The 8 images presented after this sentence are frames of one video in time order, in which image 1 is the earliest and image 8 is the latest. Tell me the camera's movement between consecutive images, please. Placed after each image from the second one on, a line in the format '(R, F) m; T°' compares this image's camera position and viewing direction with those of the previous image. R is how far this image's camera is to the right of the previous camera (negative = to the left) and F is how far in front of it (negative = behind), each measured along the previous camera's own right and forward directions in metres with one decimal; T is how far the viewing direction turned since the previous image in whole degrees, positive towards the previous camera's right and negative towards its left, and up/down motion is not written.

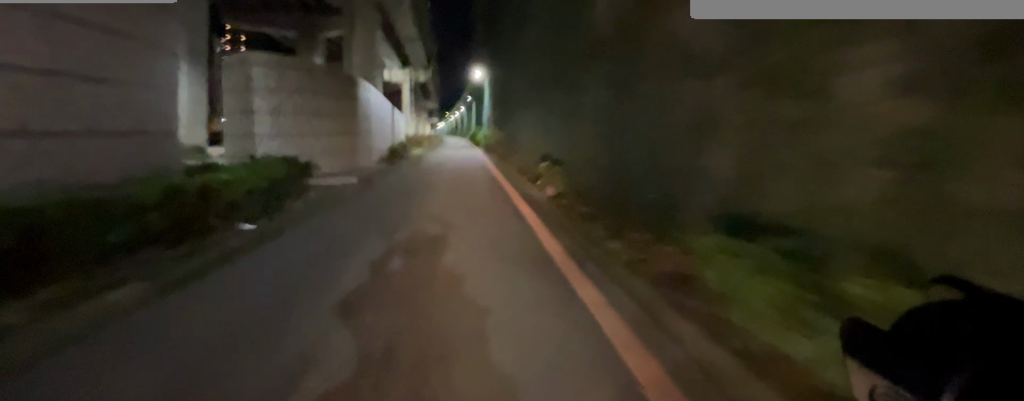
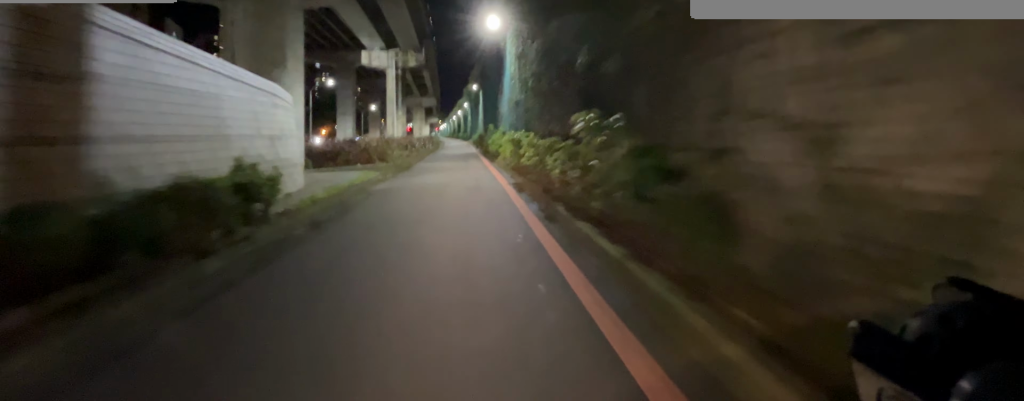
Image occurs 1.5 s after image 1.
(-0.5, +13.4) m; -4°
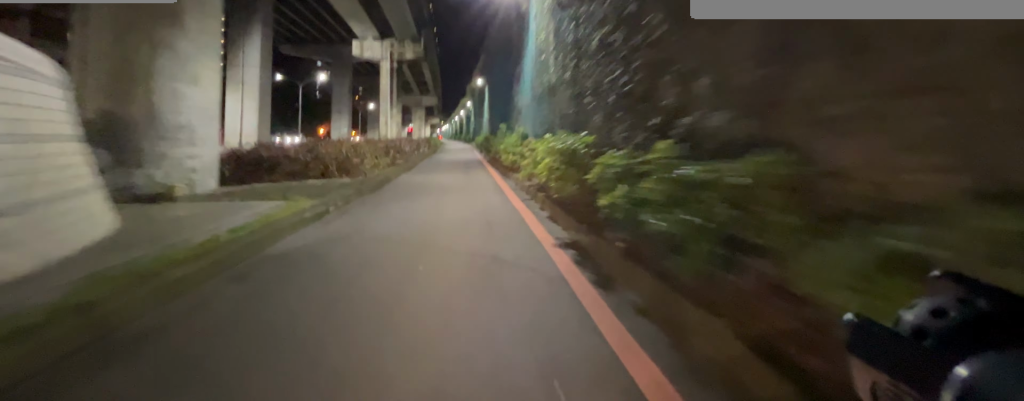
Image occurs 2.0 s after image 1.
(-0.1, +4.9) m; -1°
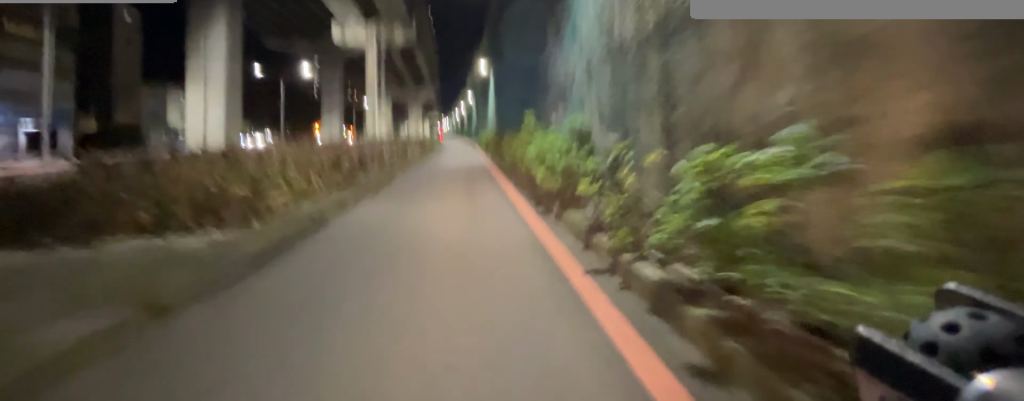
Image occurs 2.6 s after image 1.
(0.0, +5.5) m; 0°
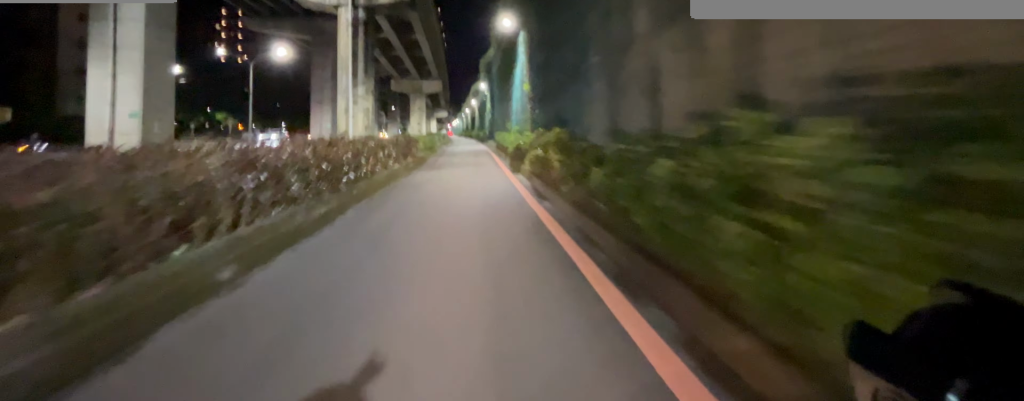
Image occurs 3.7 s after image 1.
(+0.1, +9.8) m; +1°
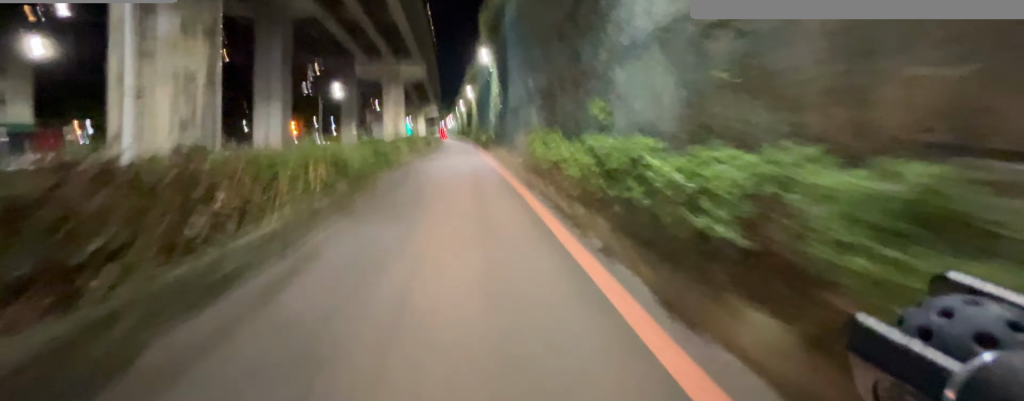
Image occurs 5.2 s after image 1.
(+0.1, +14.0) m; +1°
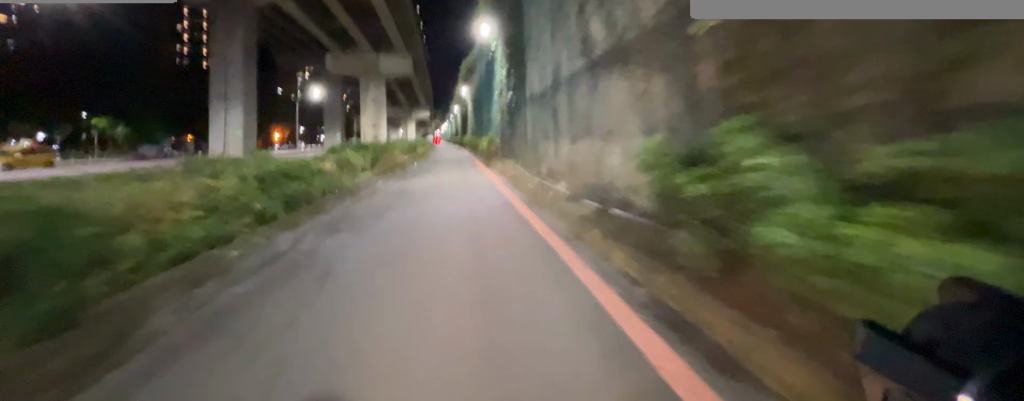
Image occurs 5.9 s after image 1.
(+0.1, +6.3) m; 0°
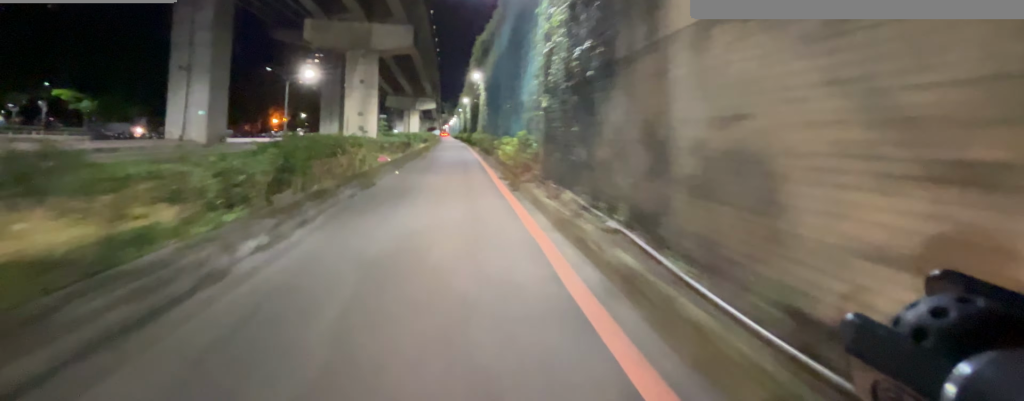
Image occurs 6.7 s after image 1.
(0.0, +6.8) m; -2°
